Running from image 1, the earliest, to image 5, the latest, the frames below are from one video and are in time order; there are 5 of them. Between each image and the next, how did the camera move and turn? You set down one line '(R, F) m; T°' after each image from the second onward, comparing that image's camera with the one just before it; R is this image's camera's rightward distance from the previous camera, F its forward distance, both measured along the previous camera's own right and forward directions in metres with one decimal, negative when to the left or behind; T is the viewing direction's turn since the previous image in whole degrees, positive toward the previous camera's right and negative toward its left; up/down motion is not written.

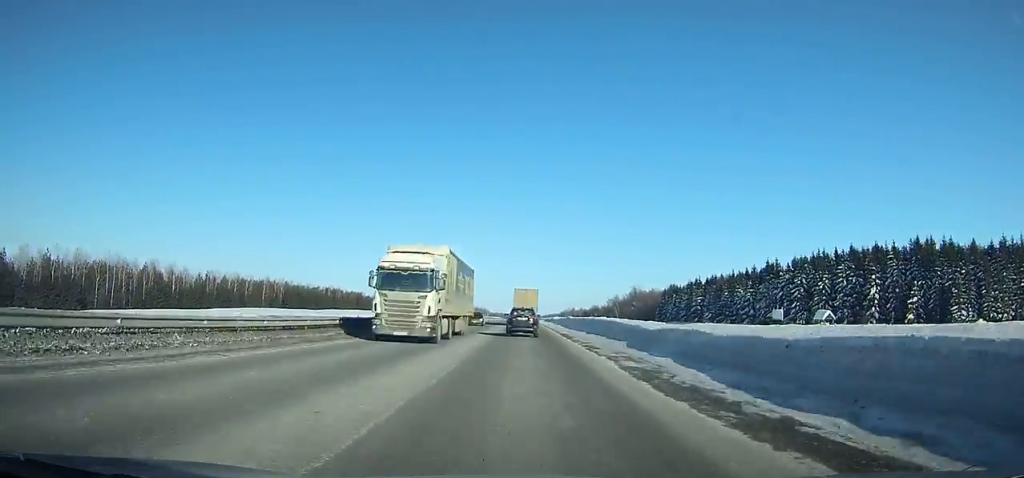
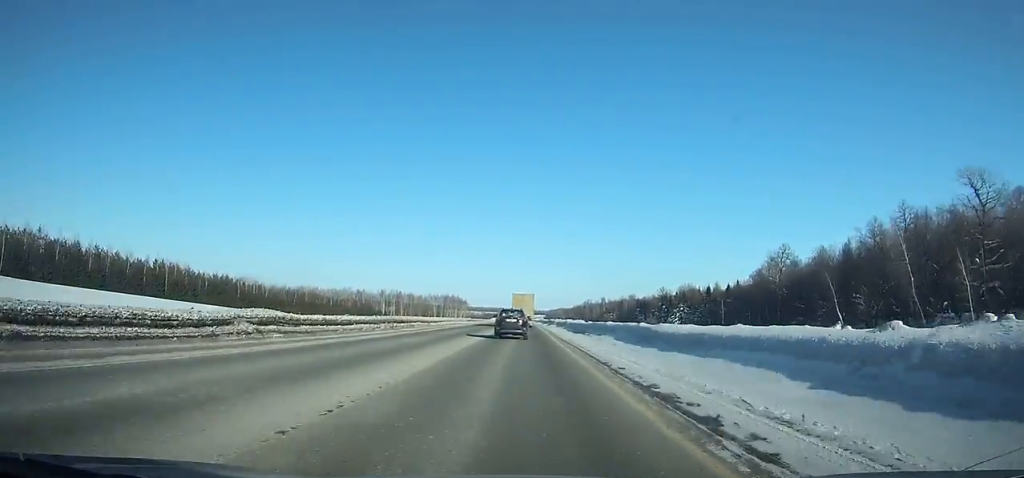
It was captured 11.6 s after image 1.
(-2.4, +230.5) m; -1°
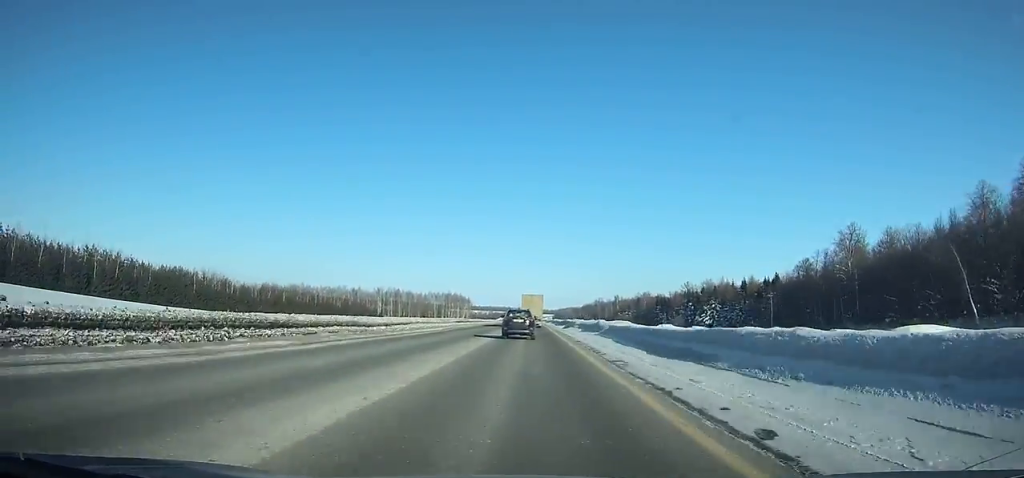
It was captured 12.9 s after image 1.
(0.0, +25.2) m; 0°
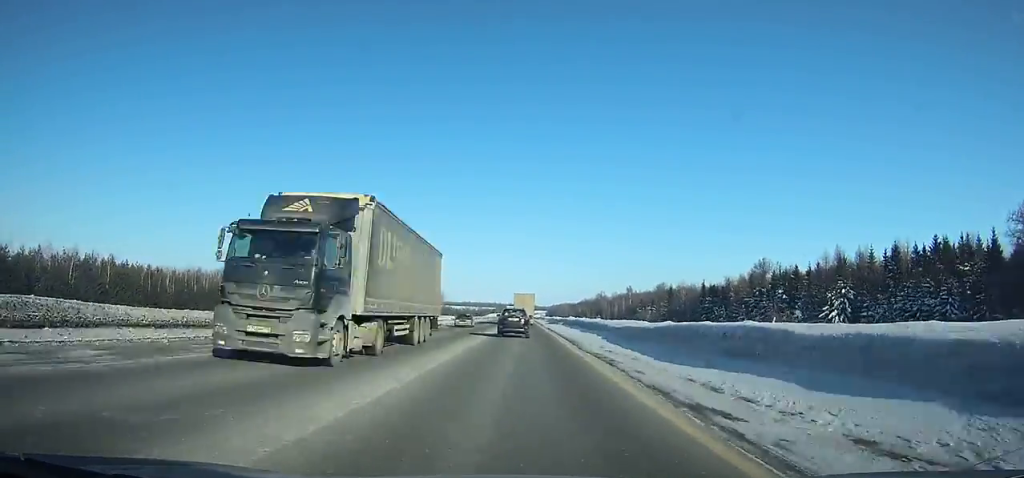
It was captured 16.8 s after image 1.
(+0.3, +78.6) m; 0°
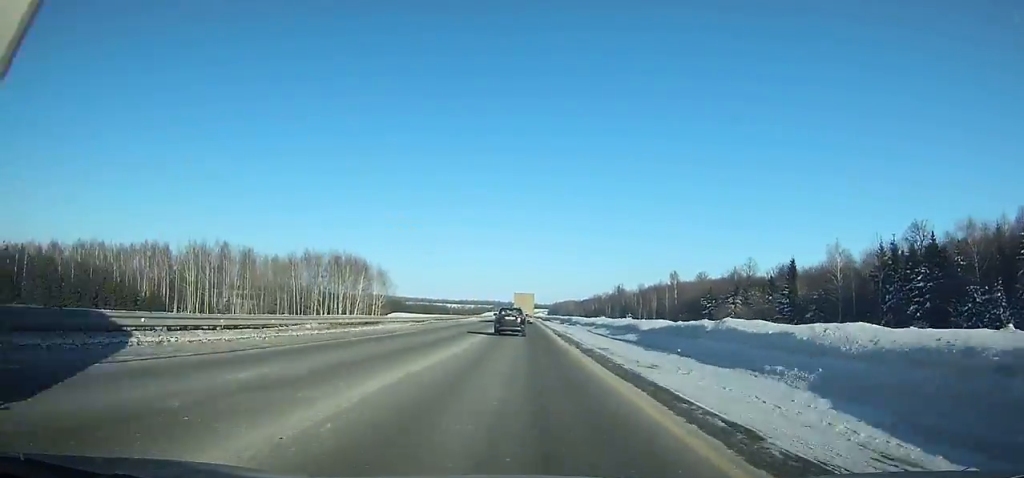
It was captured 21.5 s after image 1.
(-0.1, +98.3) m; 0°
